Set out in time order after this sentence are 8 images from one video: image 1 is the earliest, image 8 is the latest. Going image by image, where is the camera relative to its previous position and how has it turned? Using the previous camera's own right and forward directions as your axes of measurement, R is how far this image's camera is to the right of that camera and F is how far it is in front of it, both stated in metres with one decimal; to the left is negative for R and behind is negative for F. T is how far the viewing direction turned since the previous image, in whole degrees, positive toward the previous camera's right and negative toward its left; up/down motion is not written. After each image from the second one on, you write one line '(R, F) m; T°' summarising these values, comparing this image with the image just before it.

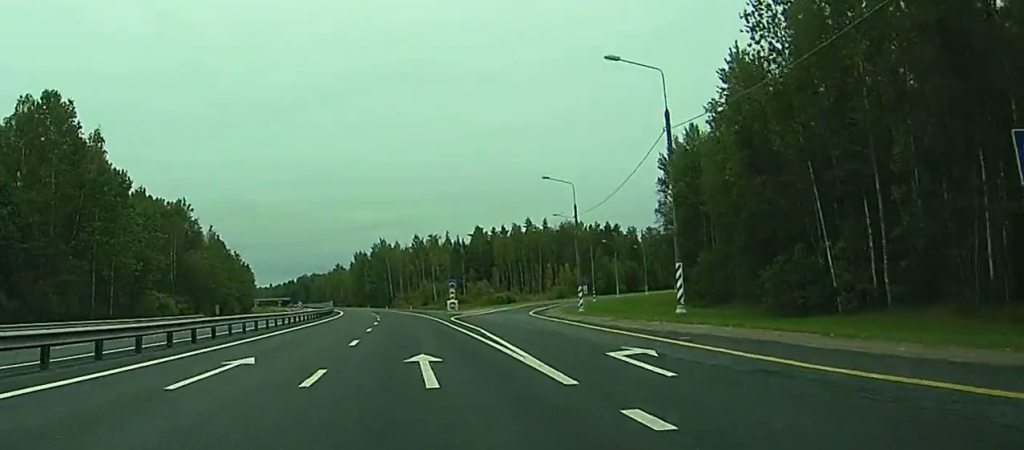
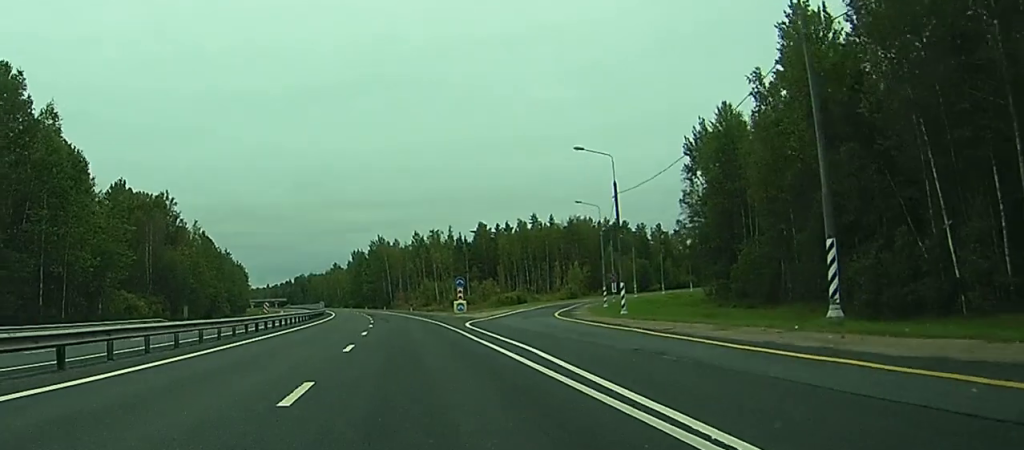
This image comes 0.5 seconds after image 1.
(0.0, +14.1) m; -1°
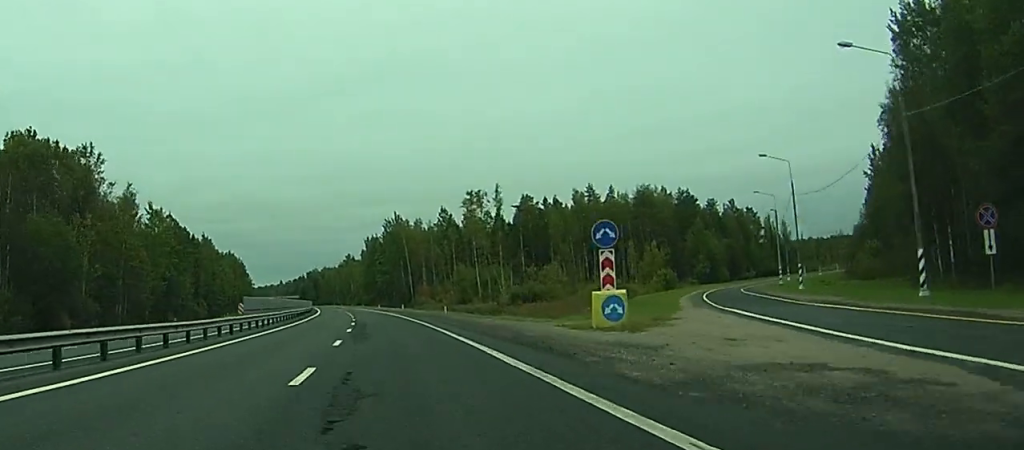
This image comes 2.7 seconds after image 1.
(-1.3, +55.8) m; -1°
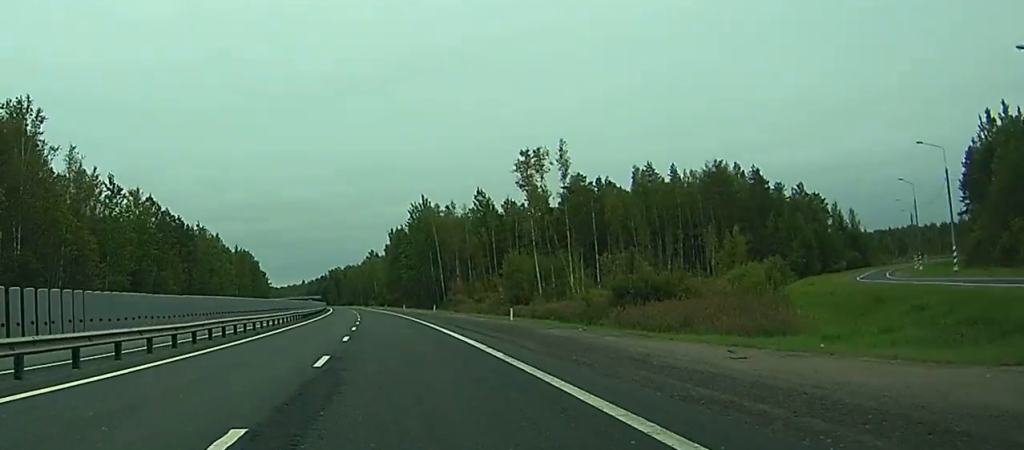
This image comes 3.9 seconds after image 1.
(-0.2, +31.5) m; -1°
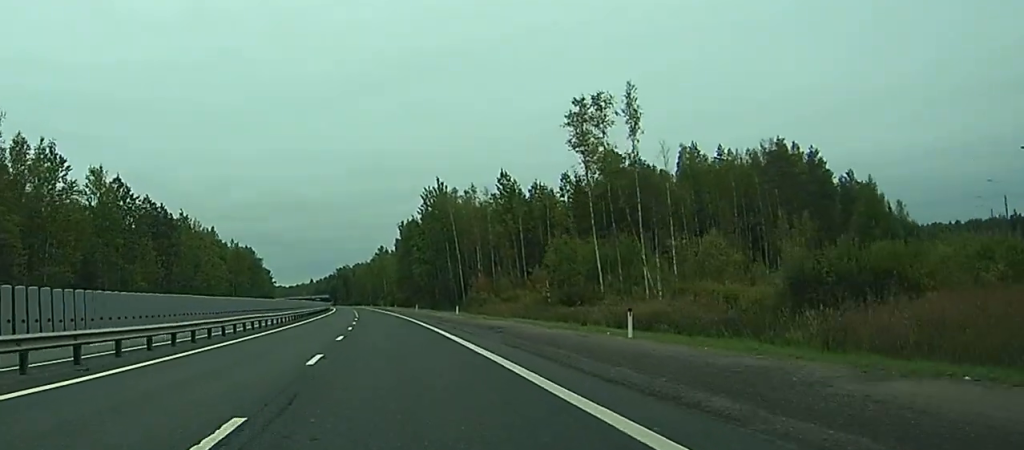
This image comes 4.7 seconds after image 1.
(-0.2, +22.9) m; -1°
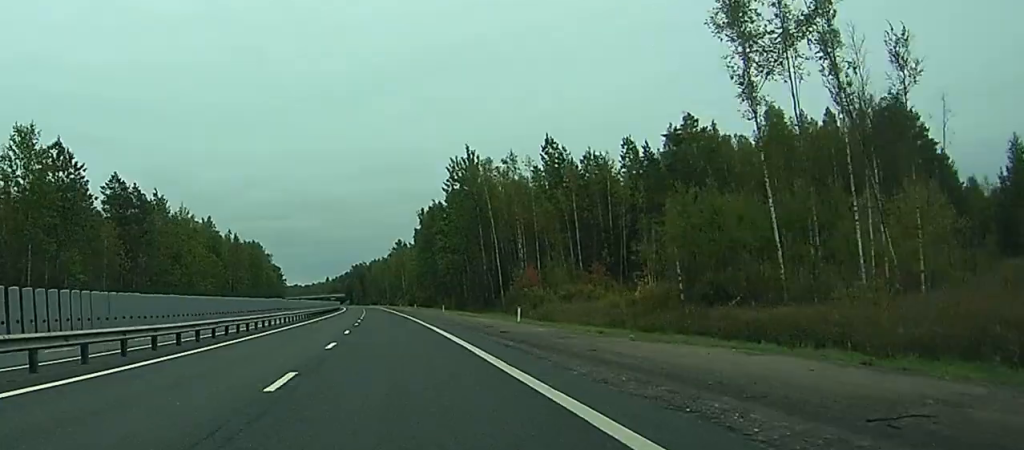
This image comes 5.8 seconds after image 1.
(-0.2, +29.5) m; -1°
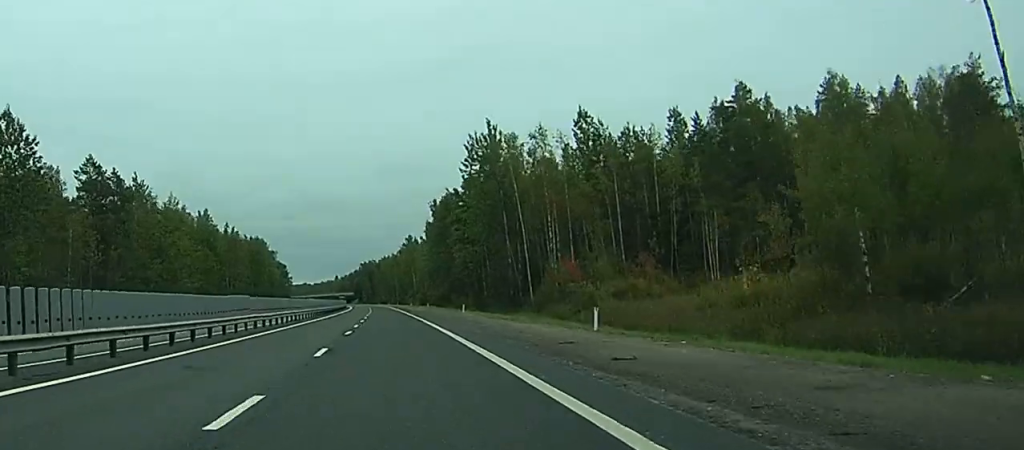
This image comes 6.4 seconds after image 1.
(0.0, +16.3) m; 0°
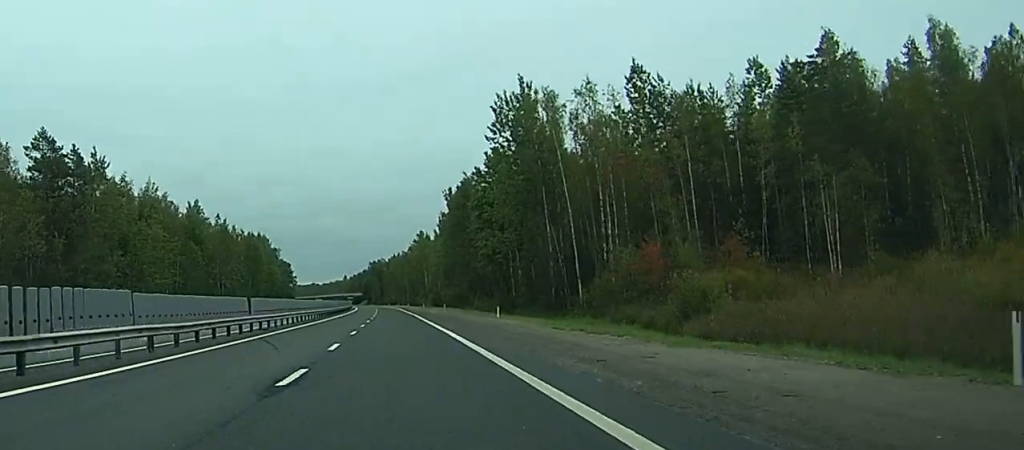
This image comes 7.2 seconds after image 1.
(-0.2, +21.1) m; +3°
